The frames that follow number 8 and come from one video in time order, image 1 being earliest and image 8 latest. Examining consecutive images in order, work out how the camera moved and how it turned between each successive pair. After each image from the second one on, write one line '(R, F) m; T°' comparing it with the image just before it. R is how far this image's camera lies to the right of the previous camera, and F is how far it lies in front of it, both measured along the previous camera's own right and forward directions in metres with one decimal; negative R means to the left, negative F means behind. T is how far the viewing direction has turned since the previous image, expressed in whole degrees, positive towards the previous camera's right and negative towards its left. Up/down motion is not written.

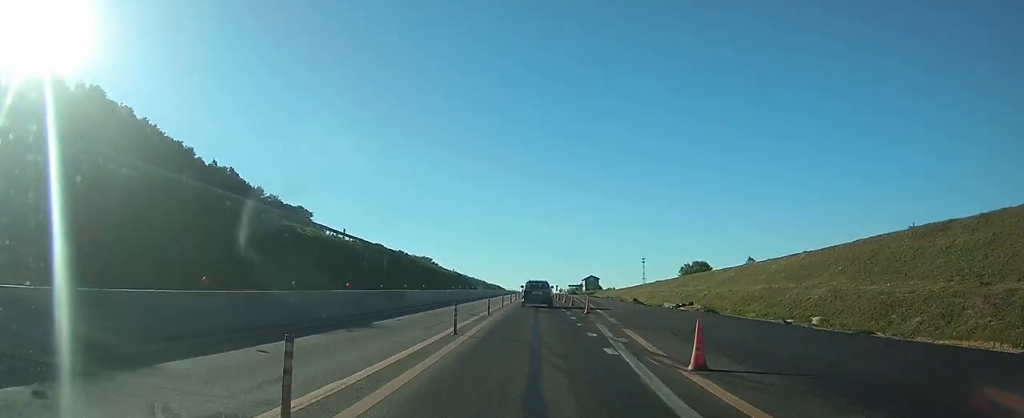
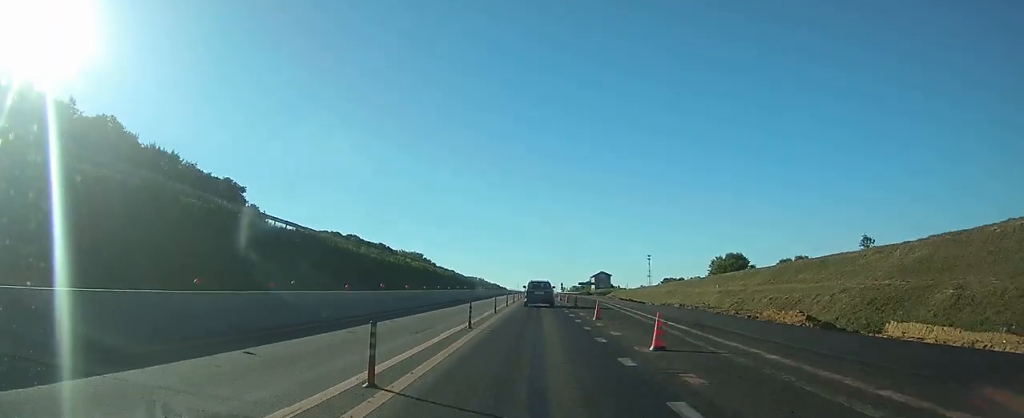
(0.0, +37.2) m; 0°
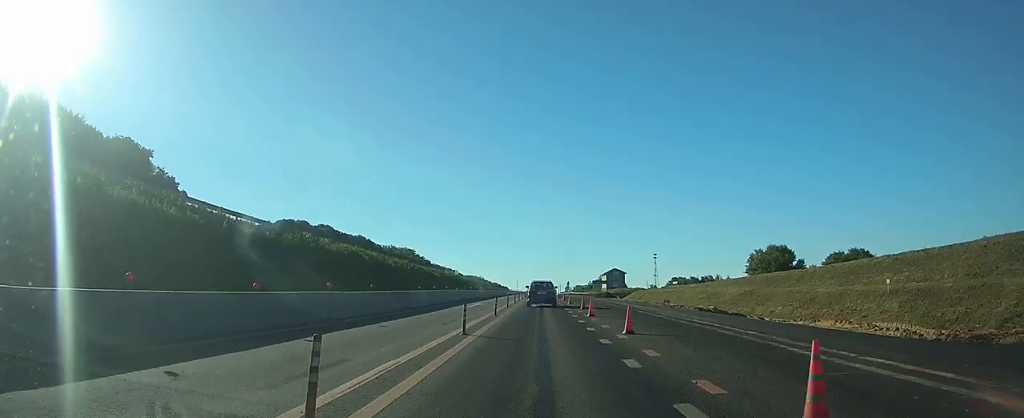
(0.0, +31.6) m; 0°
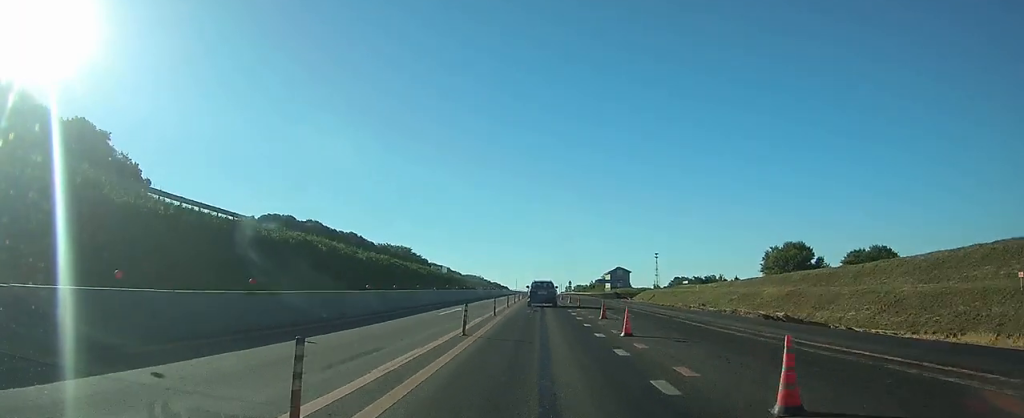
(0.0, +10.3) m; 0°
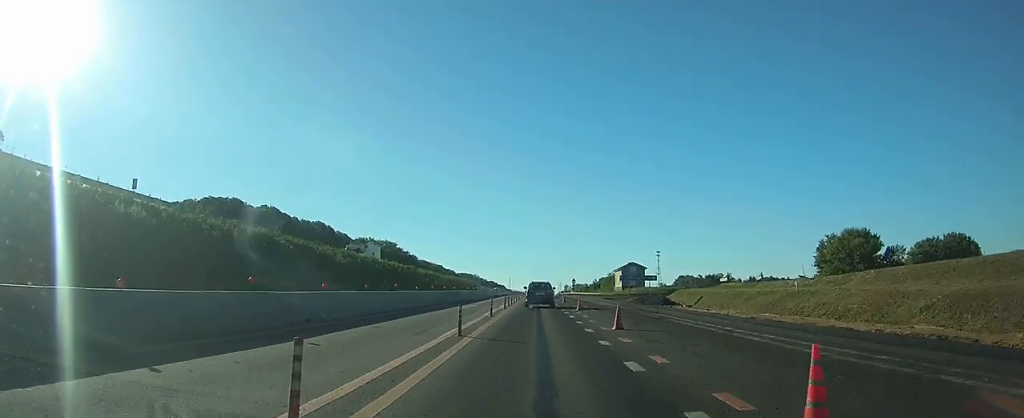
(+0.1, +29.5) m; 0°
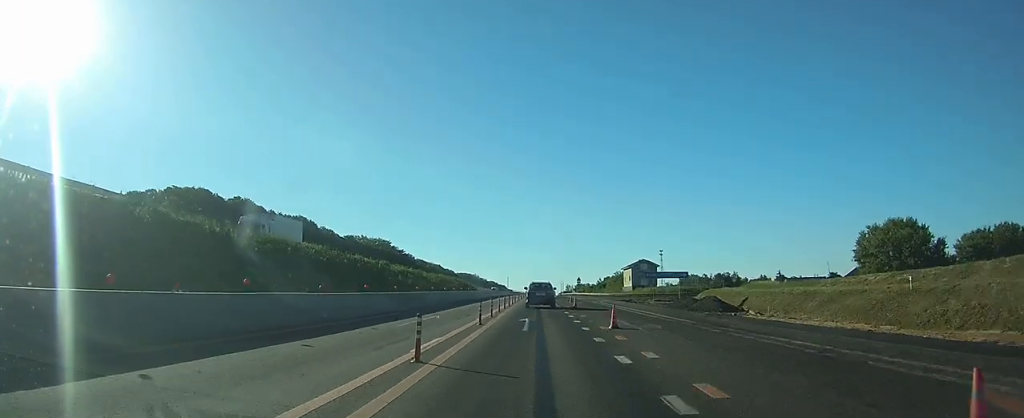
(+0.1, +14.8) m; 0°
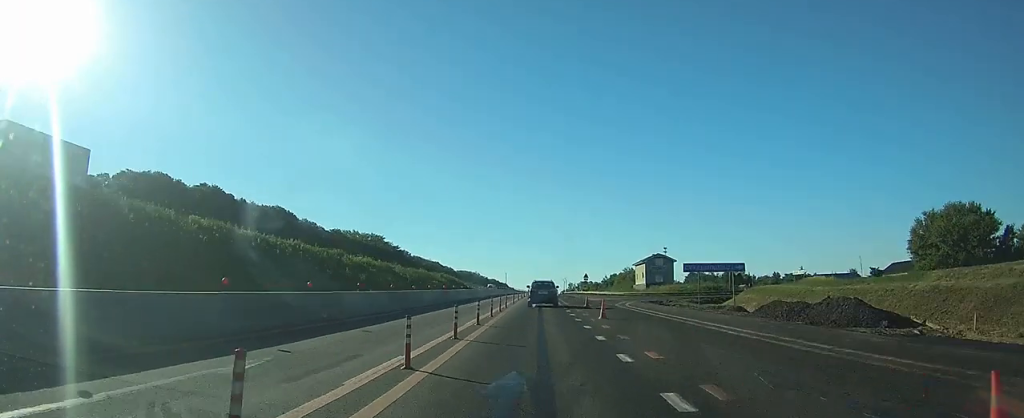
(-0.1, +15.6) m; 0°
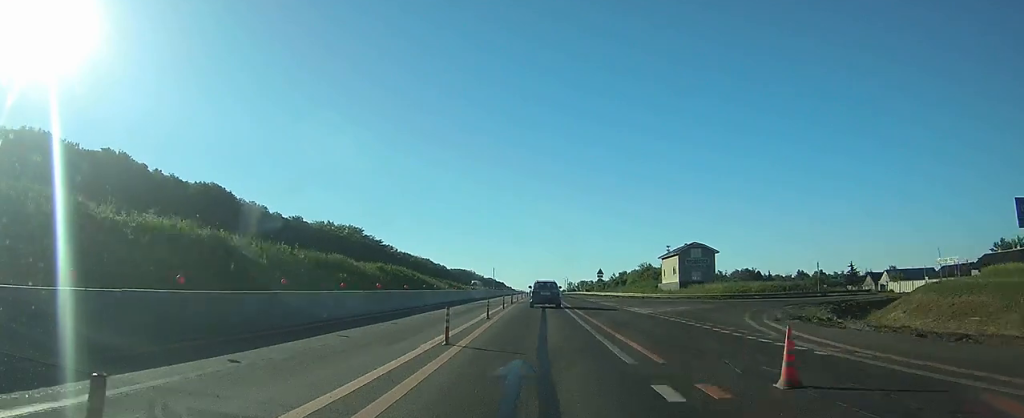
(0.0, +30.5) m; 0°
